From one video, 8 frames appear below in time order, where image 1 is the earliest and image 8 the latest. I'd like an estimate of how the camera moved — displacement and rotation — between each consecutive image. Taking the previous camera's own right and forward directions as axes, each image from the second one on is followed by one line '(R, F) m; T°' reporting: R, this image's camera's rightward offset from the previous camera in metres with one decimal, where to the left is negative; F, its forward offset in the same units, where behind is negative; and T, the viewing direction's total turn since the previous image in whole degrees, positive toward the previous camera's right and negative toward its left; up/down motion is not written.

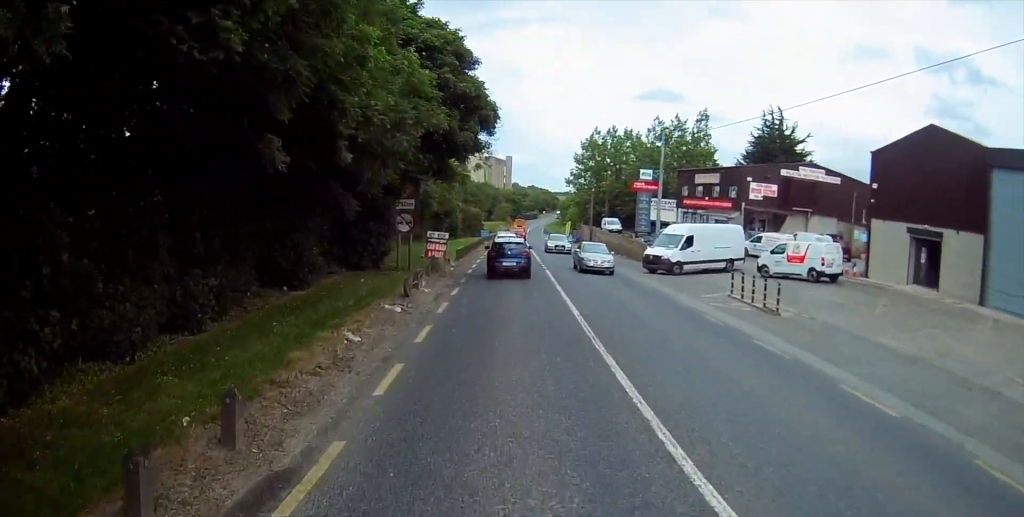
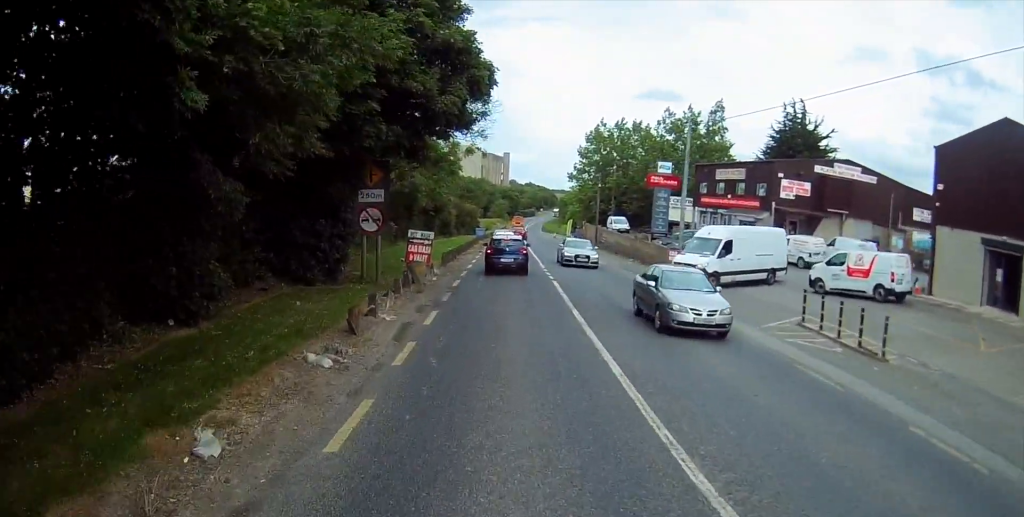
(0.0, +6.5) m; 0°
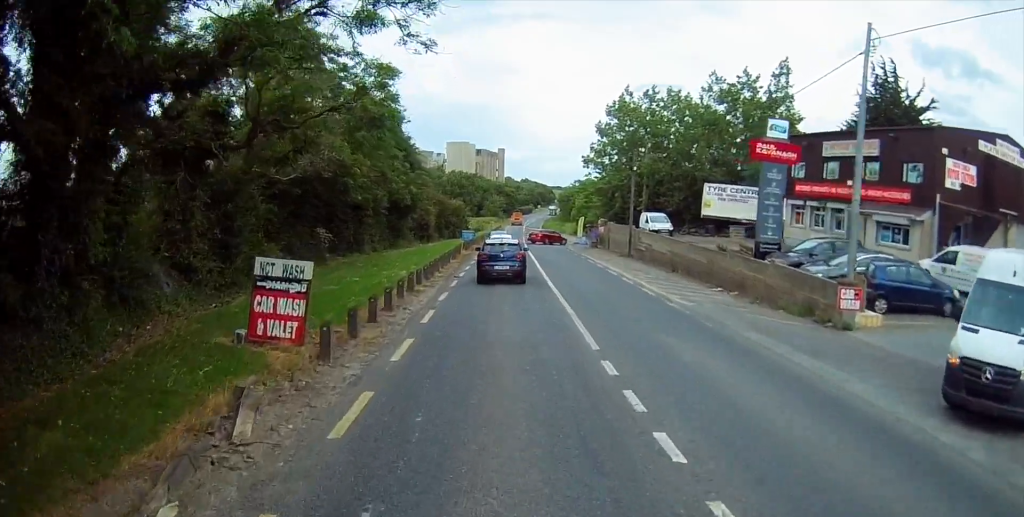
(-0.2, +19.8) m; -1°
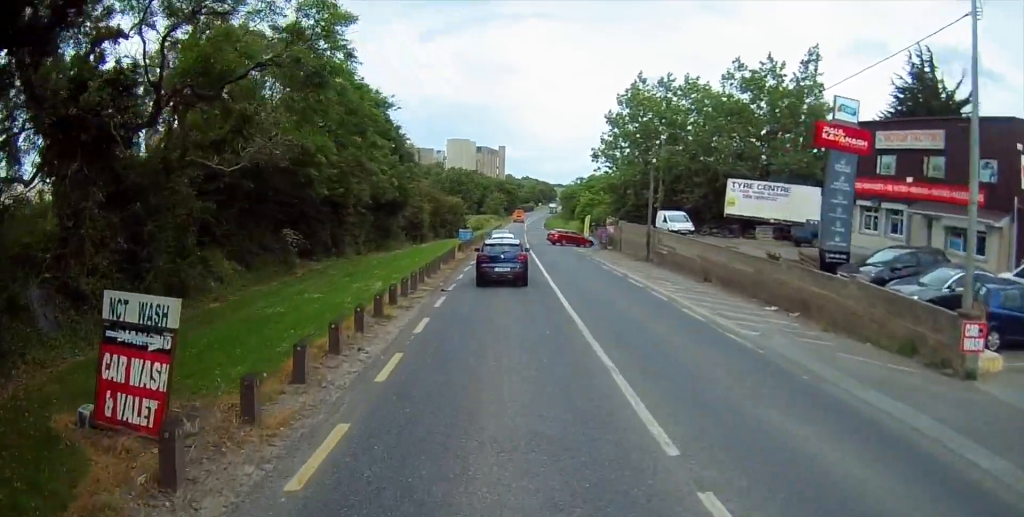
(-0.2, +5.7) m; +1°
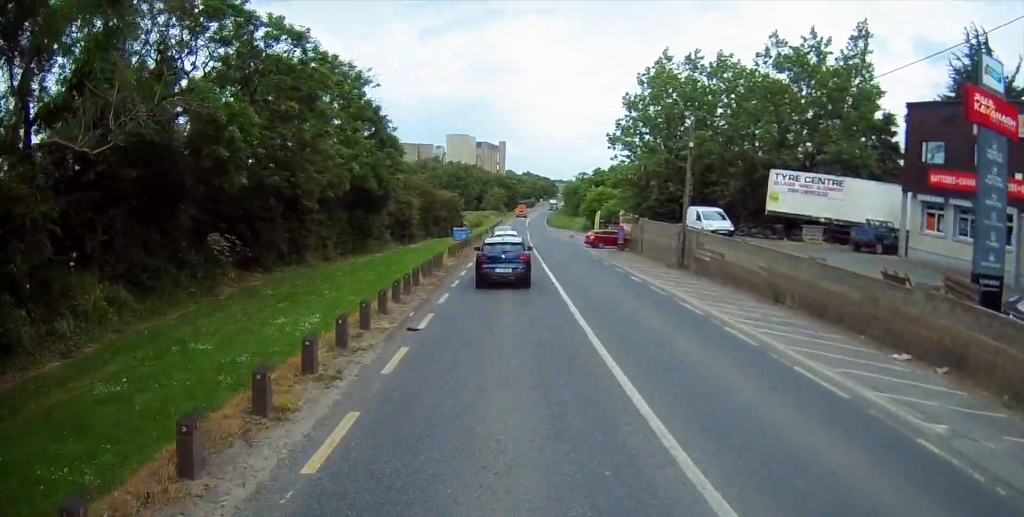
(+0.4, +7.9) m; +1°
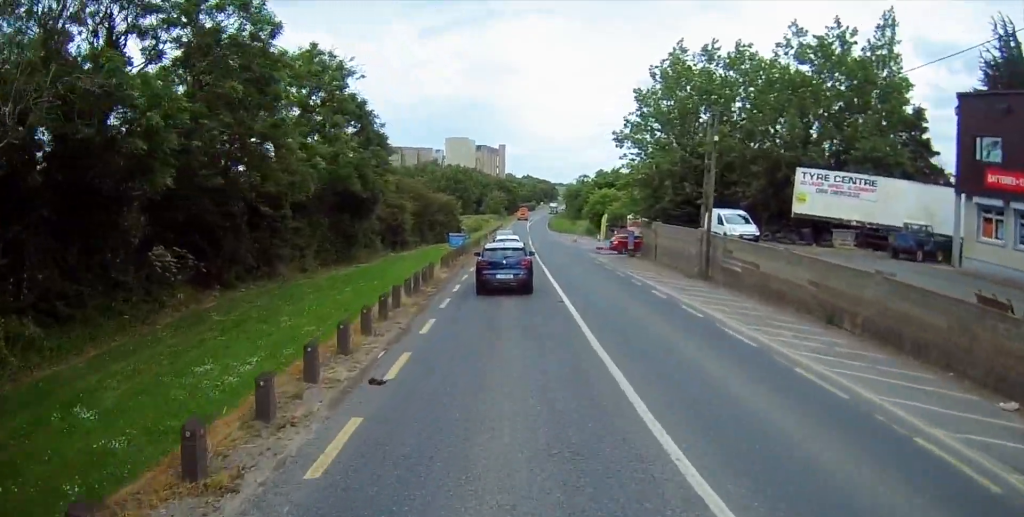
(+0.1, +4.1) m; 0°
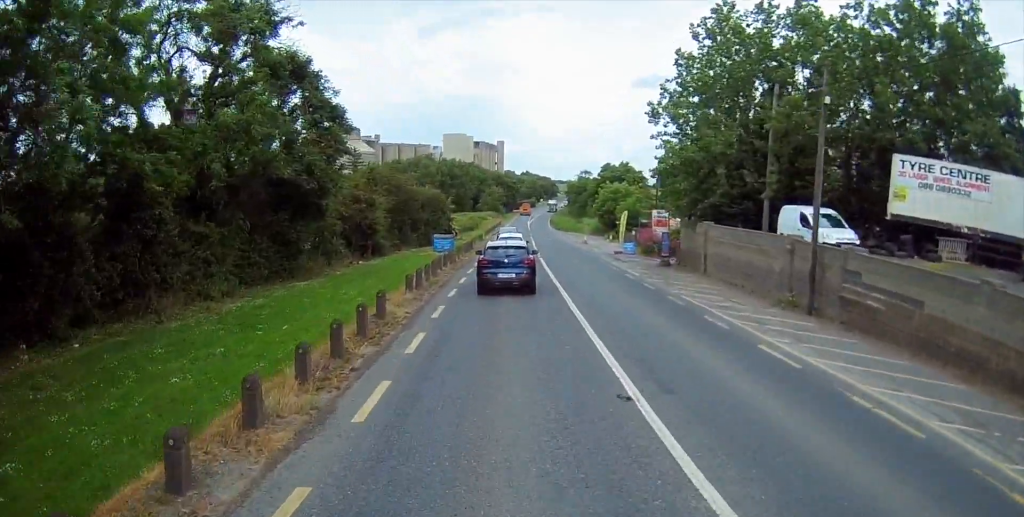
(-0.2, +10.5) m; -2°
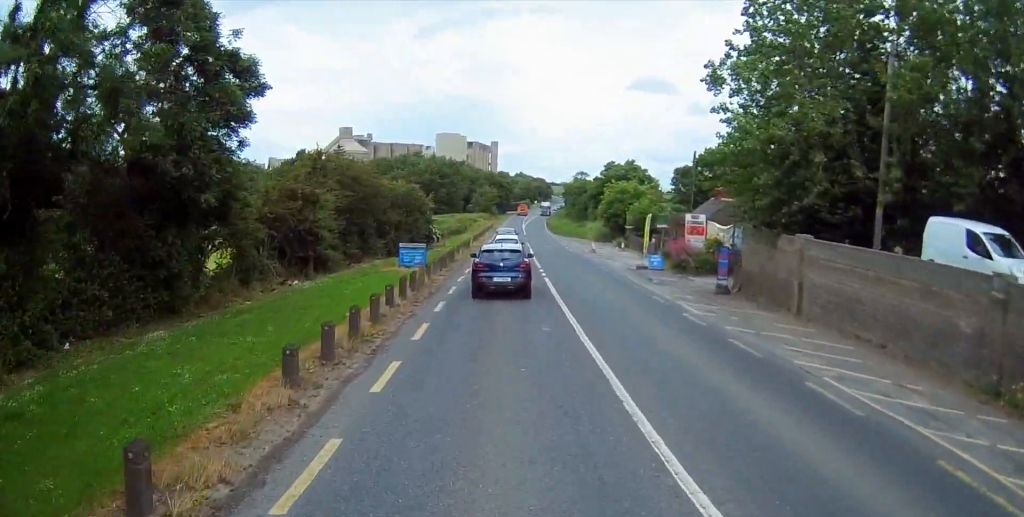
(0.0, +10.5) m; +1°
